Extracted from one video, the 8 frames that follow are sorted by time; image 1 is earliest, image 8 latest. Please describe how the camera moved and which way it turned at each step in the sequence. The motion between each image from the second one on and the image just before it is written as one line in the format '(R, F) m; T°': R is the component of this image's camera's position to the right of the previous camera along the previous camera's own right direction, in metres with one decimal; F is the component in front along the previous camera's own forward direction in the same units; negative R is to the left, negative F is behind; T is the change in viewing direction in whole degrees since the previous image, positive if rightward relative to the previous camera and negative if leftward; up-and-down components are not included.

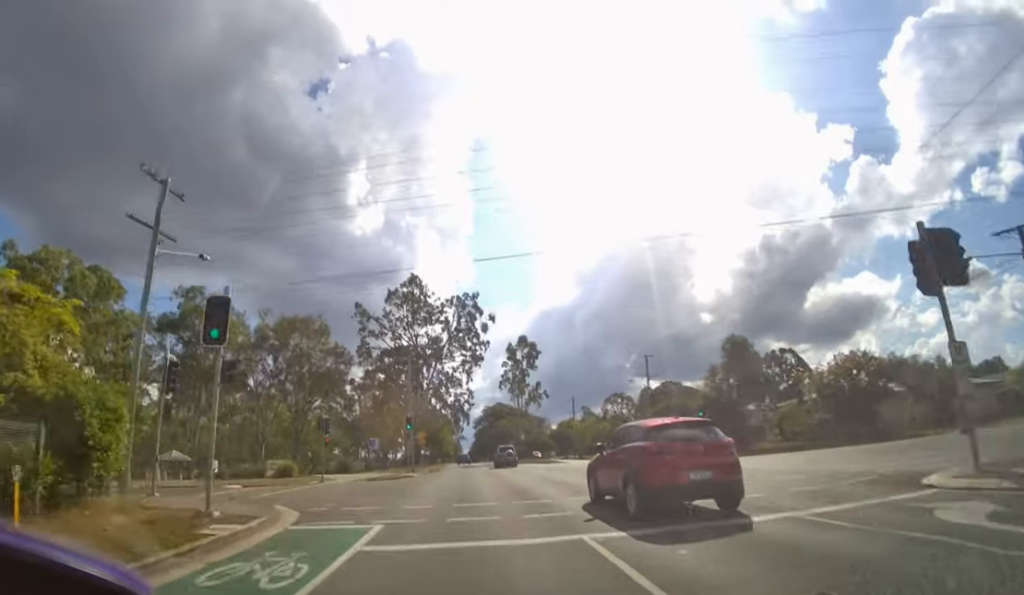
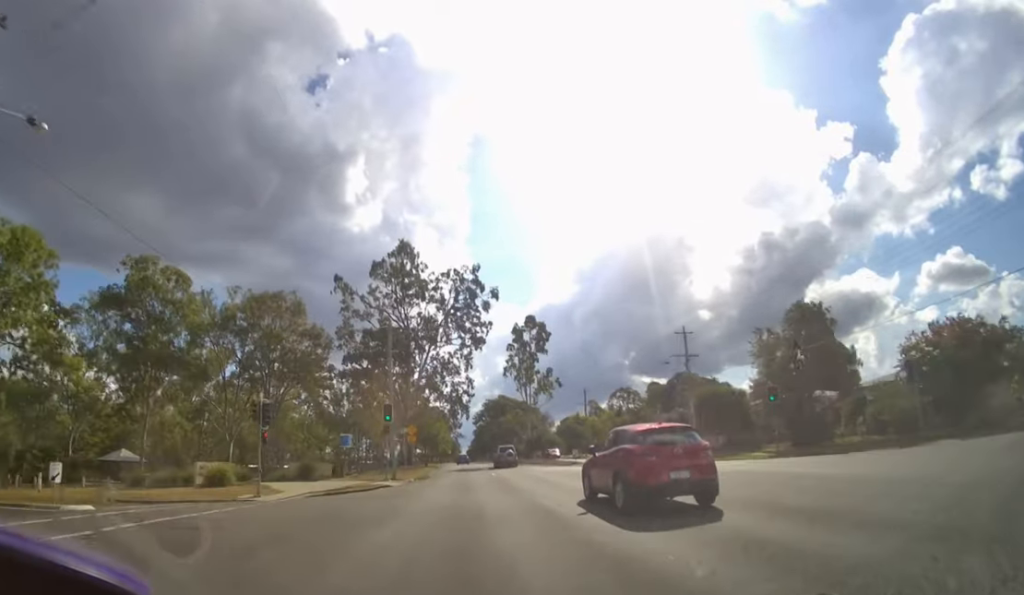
(0.0, +11.2) m; 0°
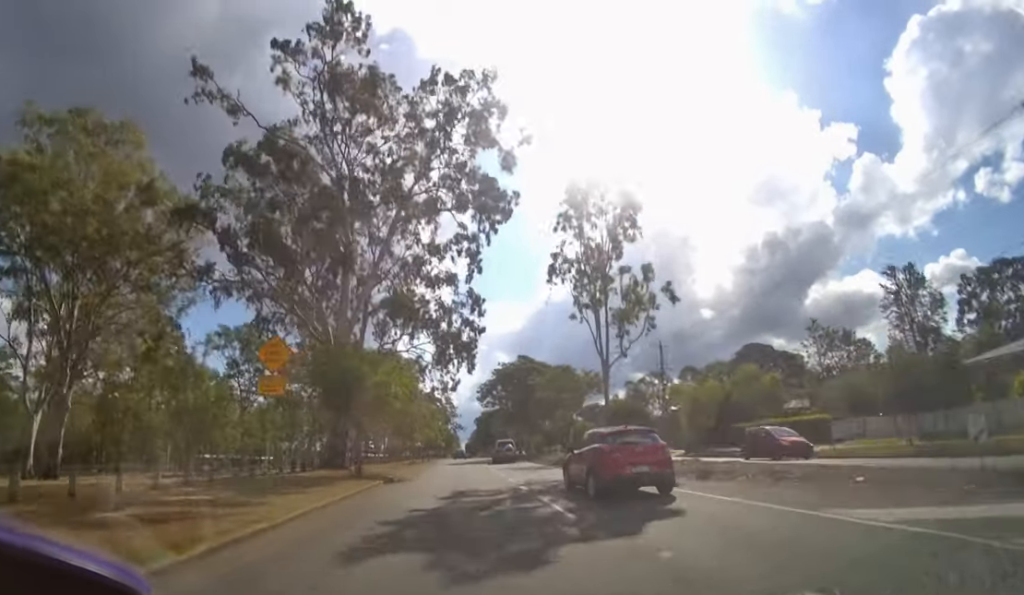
(0.0, +36.2) m; 0°
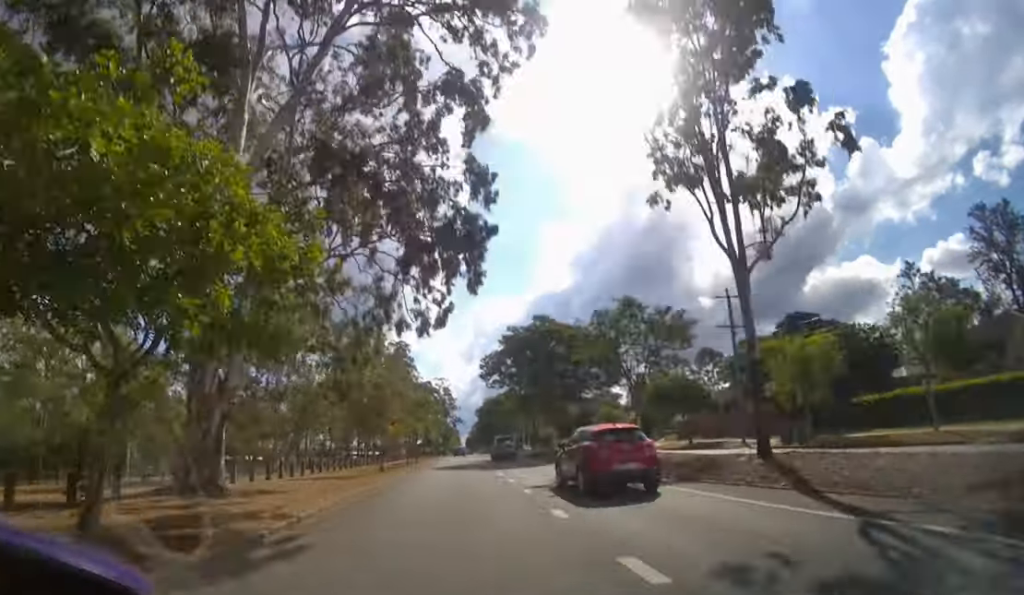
(0.0, +14.3) m; 0°
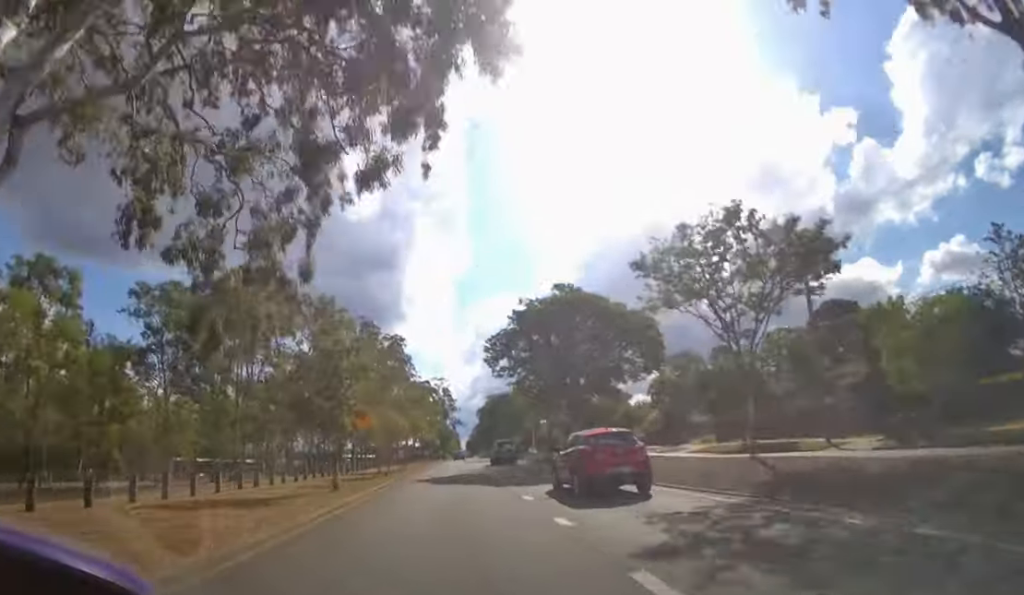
(0.0, +9.0) m; 0°
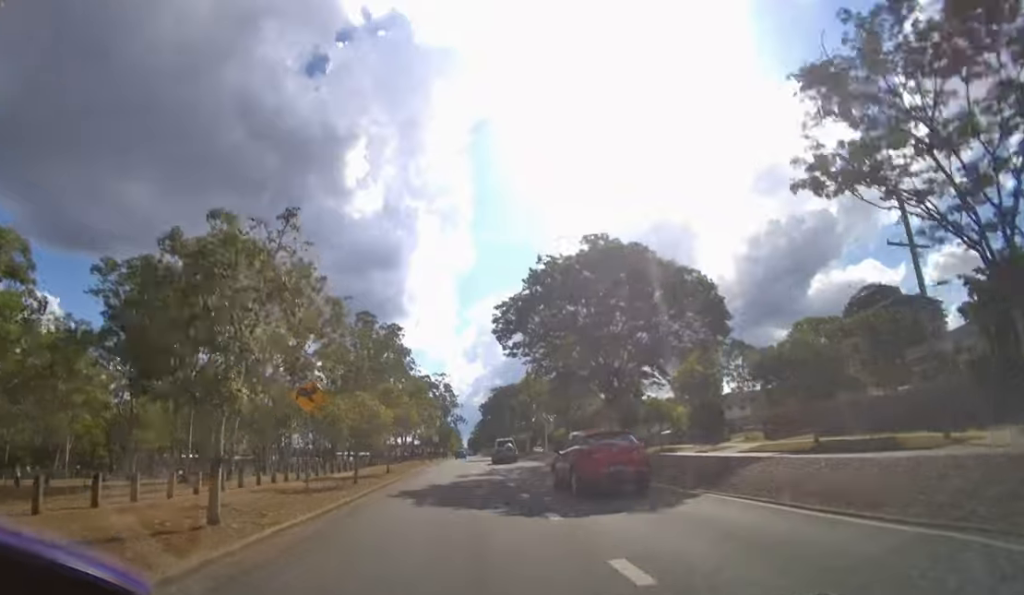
(0.0, +7.3) m; 0°
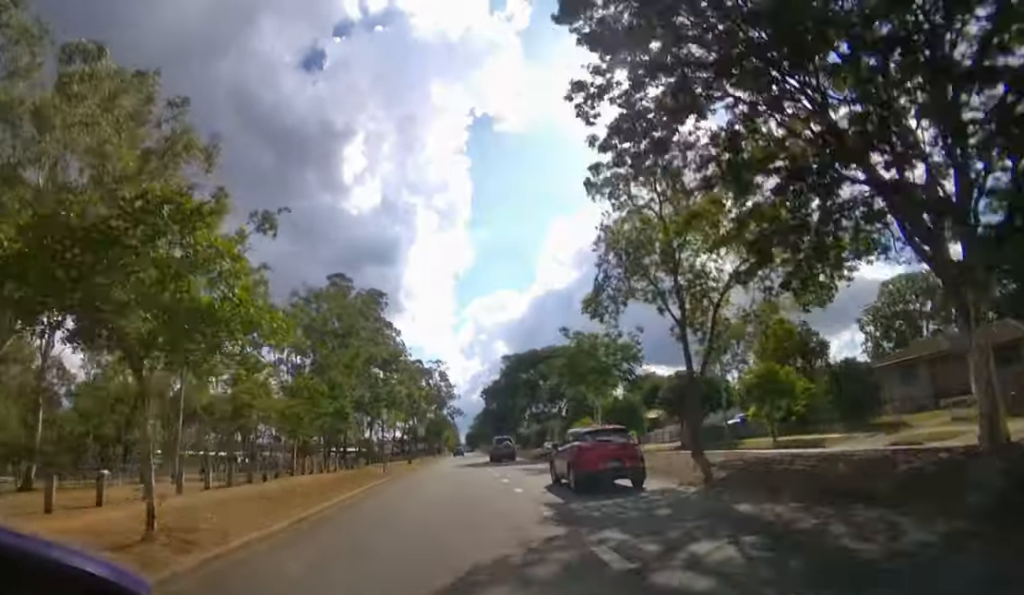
(0.0, +18.9) m; 0°
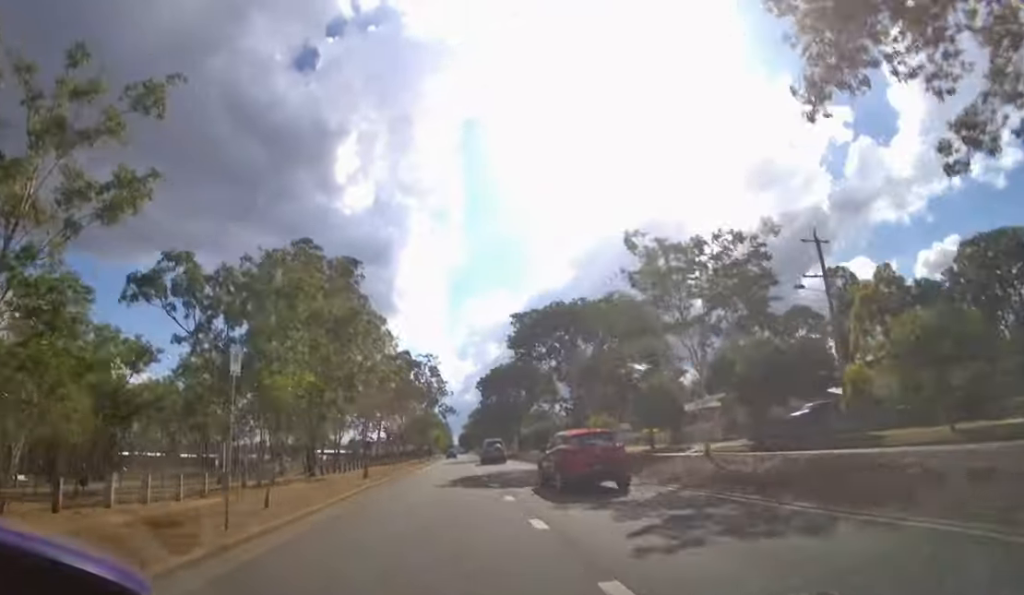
(0.0, +12.1) m; +1°
